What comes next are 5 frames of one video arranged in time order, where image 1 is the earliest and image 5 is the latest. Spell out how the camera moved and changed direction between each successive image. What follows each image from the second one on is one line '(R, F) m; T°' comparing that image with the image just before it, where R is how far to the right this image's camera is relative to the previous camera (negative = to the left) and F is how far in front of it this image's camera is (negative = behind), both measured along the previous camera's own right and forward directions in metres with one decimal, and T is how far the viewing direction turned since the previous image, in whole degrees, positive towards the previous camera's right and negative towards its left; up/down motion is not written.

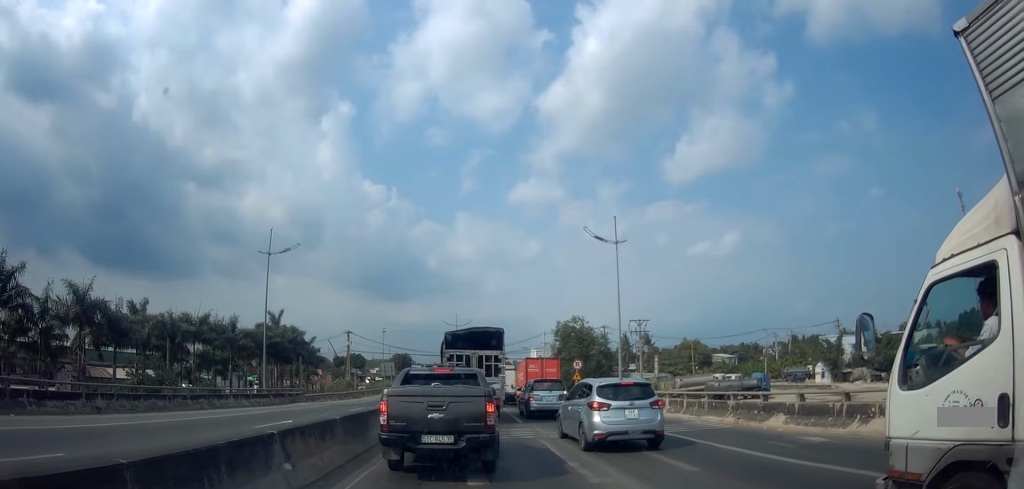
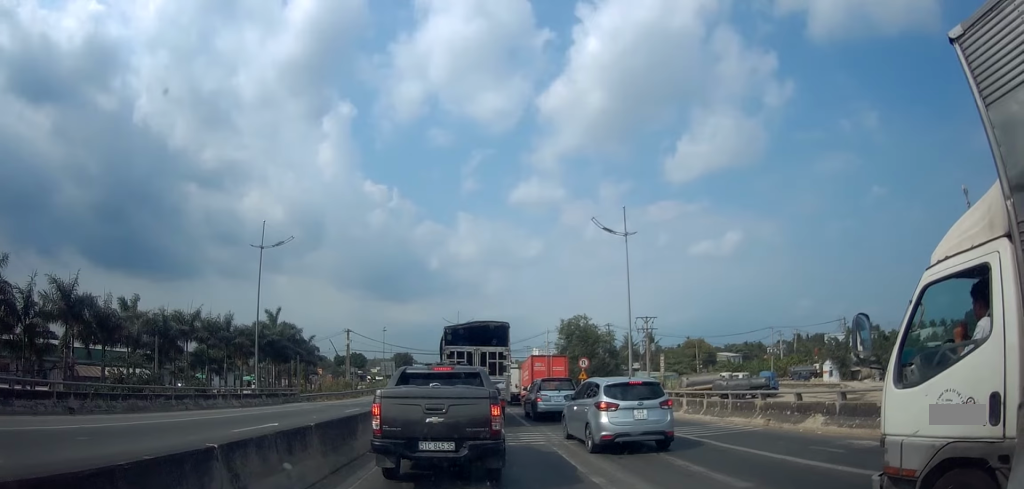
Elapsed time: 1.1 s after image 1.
(0.0, +1.7) m; -1°
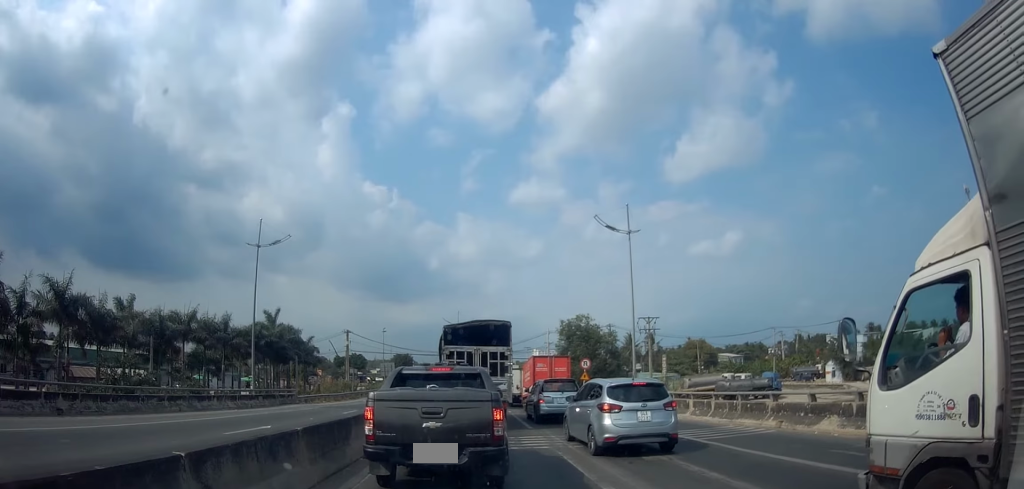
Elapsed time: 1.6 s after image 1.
(0.0, +0.6) m; 0°
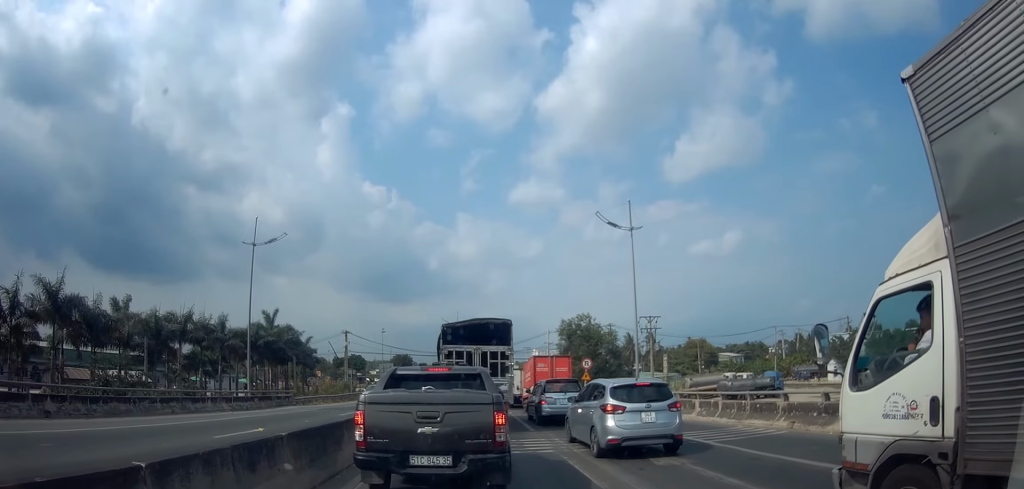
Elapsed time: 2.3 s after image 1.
(+0.1, +0.4) m; 0°
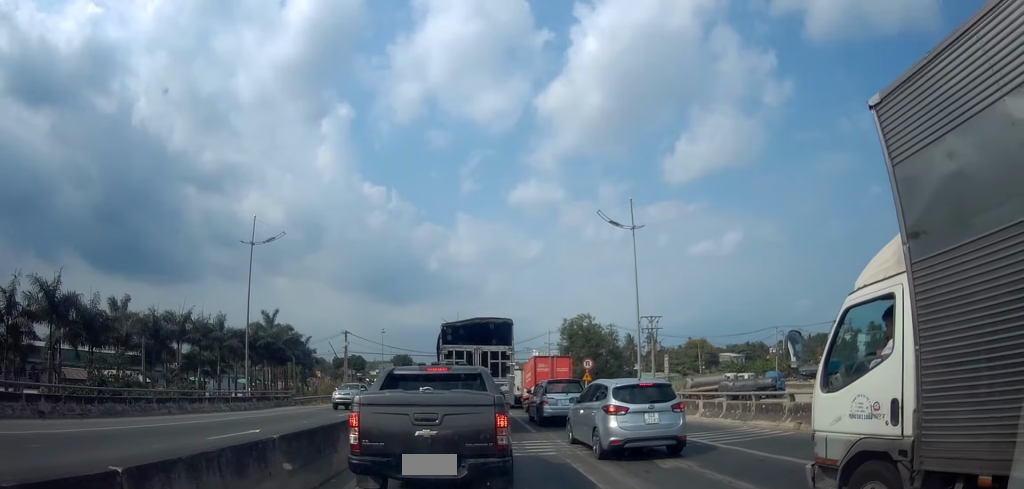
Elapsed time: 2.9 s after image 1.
(+0.2, +0.1) m; 0°
